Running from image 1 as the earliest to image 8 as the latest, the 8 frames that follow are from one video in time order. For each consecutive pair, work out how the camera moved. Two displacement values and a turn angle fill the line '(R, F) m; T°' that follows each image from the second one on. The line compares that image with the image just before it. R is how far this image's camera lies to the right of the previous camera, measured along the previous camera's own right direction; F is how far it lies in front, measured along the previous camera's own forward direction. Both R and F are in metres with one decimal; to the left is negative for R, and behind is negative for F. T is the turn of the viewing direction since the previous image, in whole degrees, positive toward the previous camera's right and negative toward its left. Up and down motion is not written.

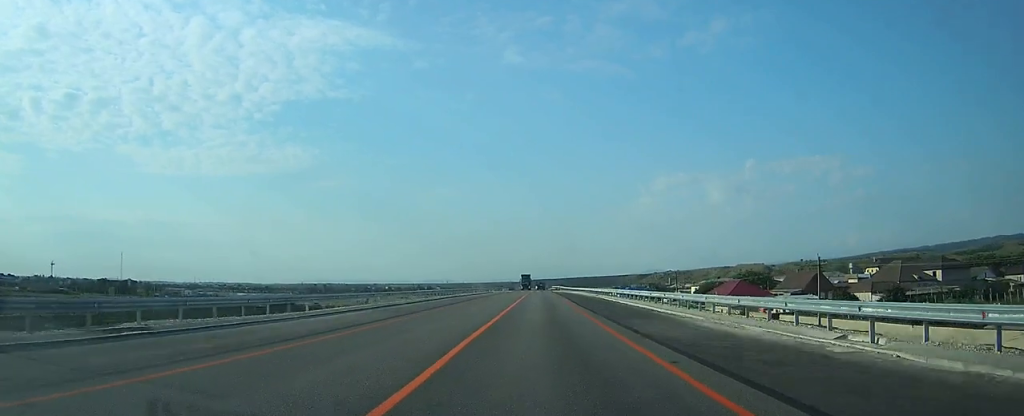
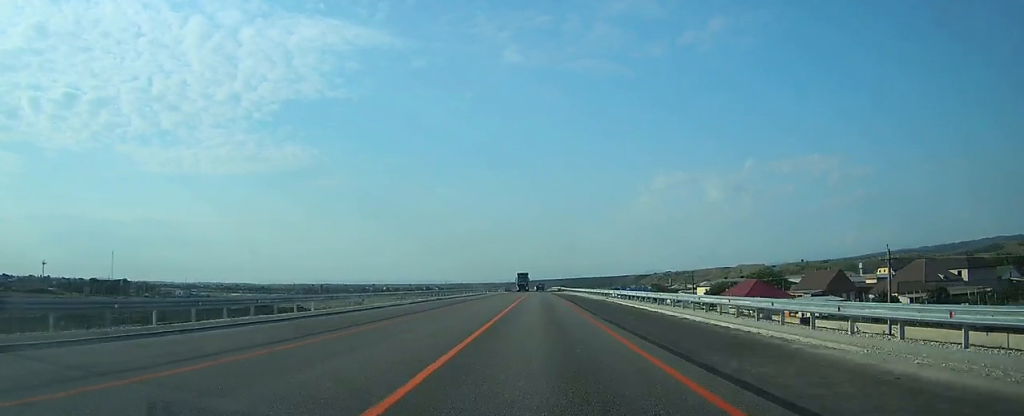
(0.0, +11.1) m; 0°
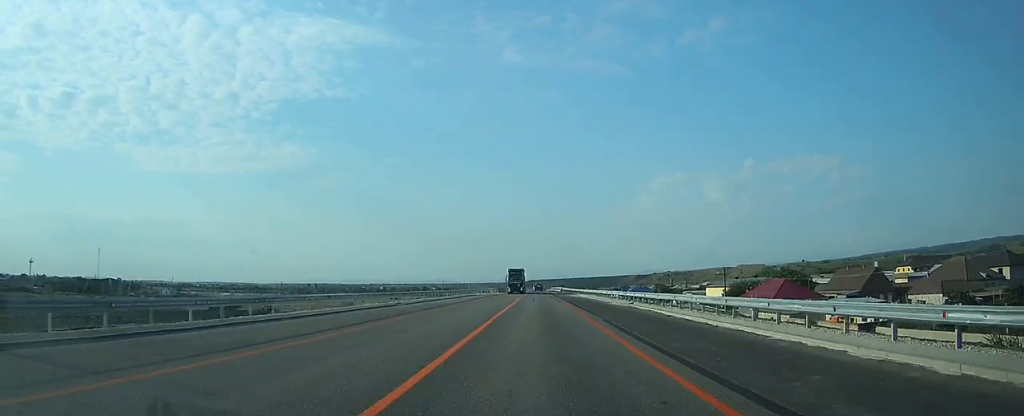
(0.0, +15.9) m; 0°
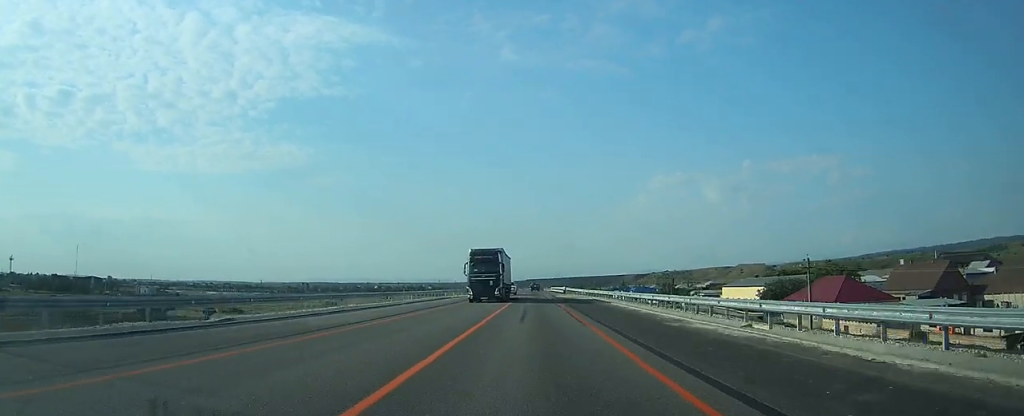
(0.0, +23.8) m; 0°
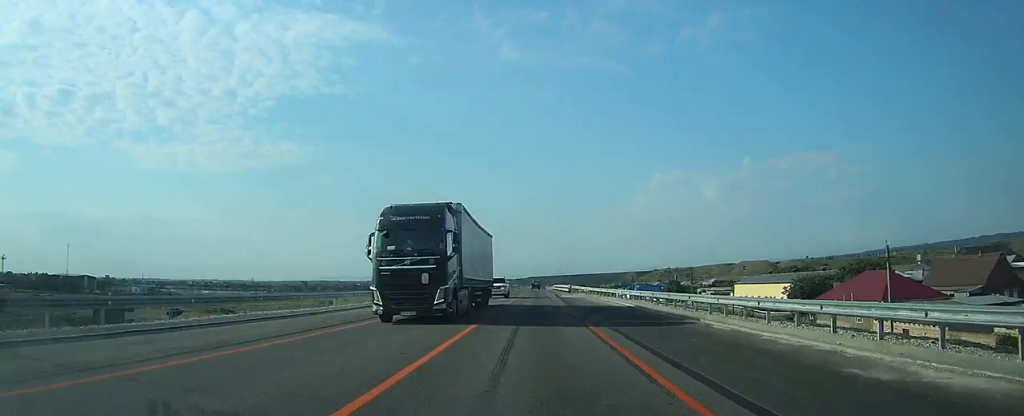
(0.0, +11.9) m; 0°
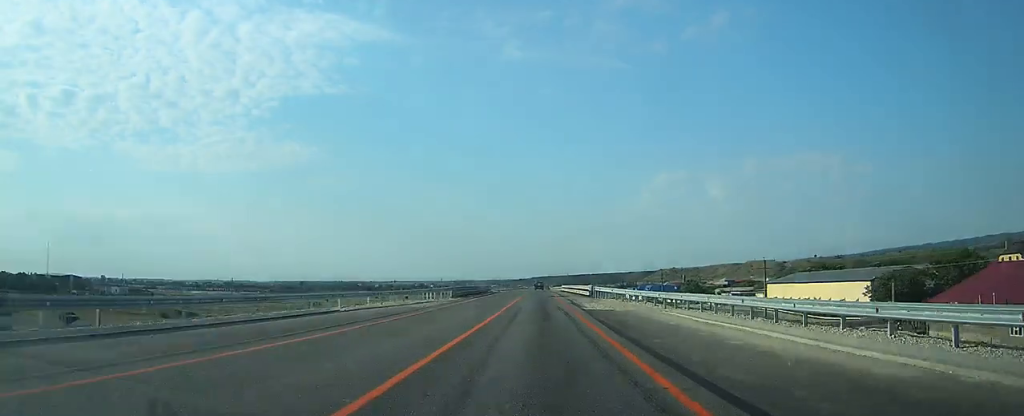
(0.0, +26.1) m; 0°
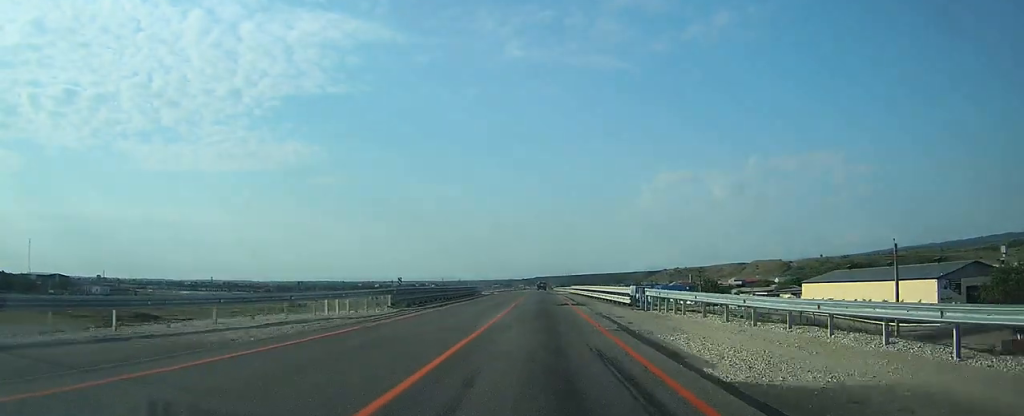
(-0.1, +22.1) m; 0°
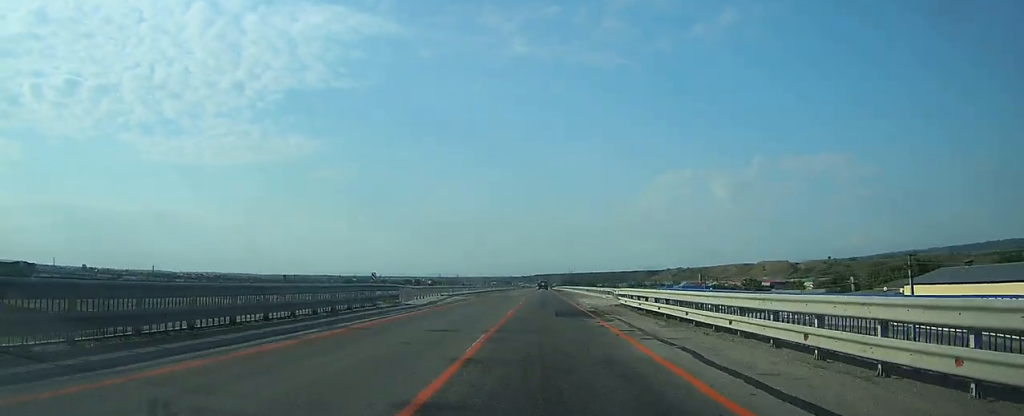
(-0.2, +45.7) m; 0°
